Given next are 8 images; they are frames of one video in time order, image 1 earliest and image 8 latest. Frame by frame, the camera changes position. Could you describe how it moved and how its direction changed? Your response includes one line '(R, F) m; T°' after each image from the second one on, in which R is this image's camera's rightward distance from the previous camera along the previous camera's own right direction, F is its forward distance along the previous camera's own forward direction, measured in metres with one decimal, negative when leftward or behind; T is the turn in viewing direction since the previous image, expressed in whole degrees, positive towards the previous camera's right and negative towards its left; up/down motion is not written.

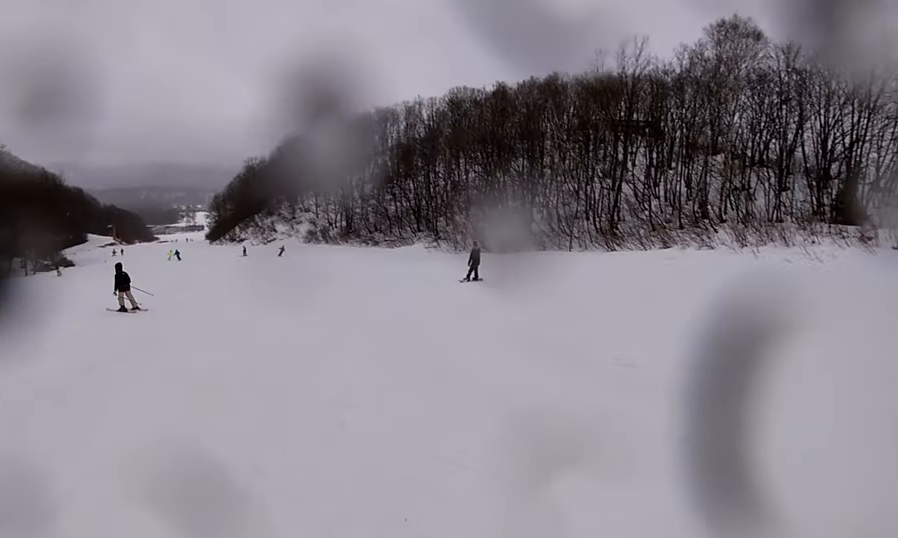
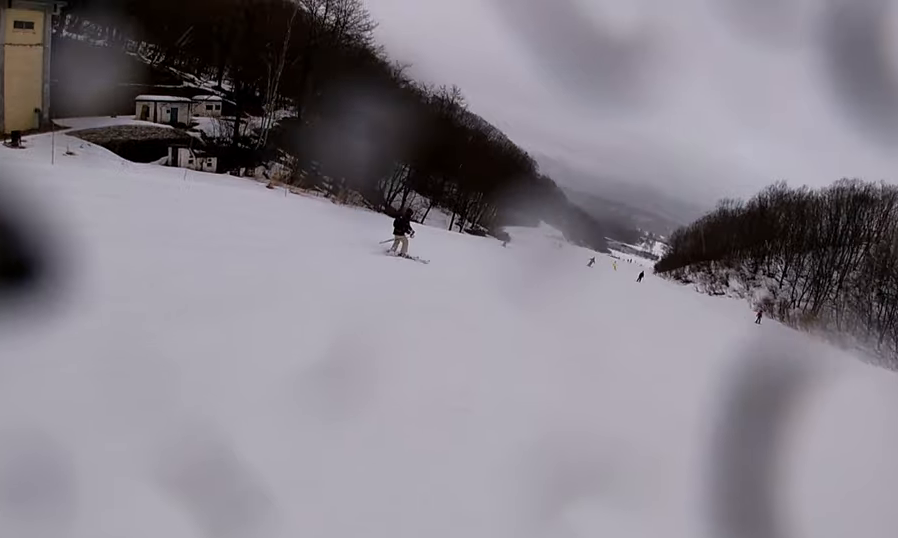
(-3.3, +10.9) m; -36°
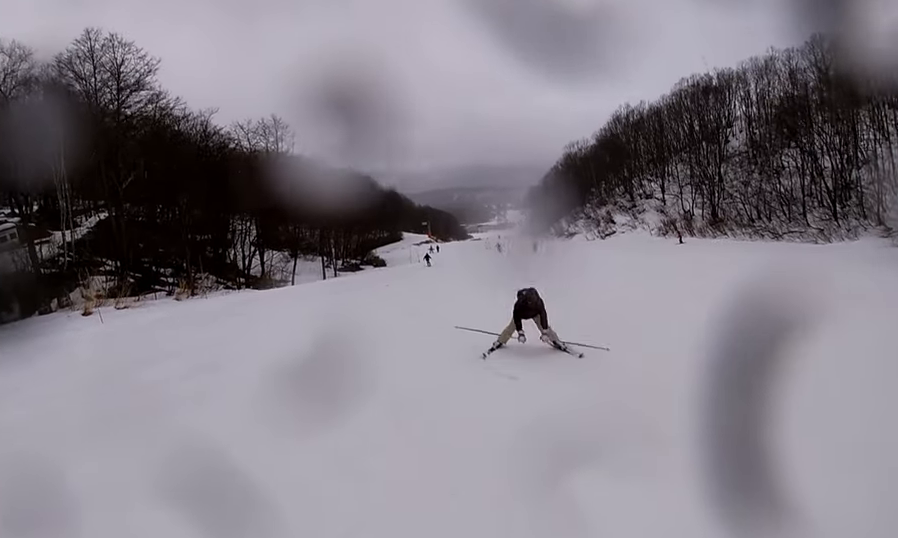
(-0.1, +10.0) m; +11°
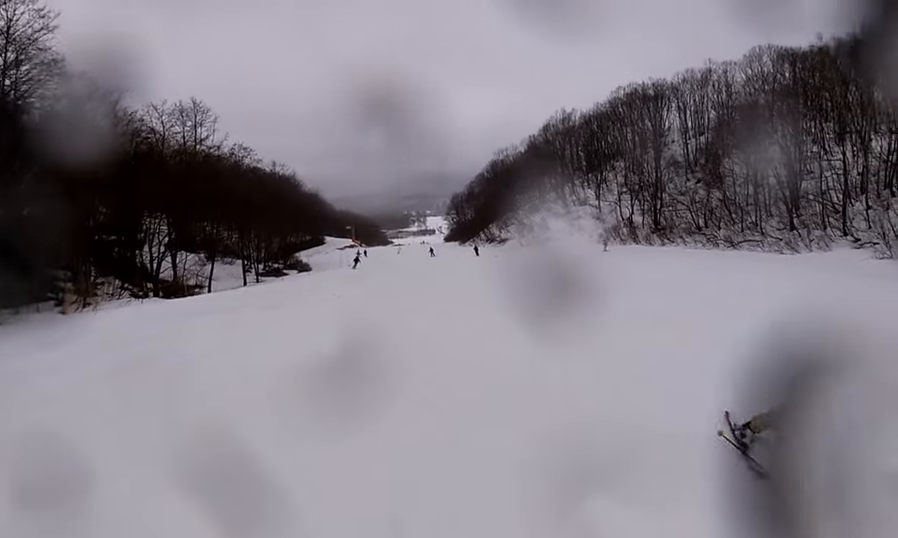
(+0.5, +5.7) m; +18°
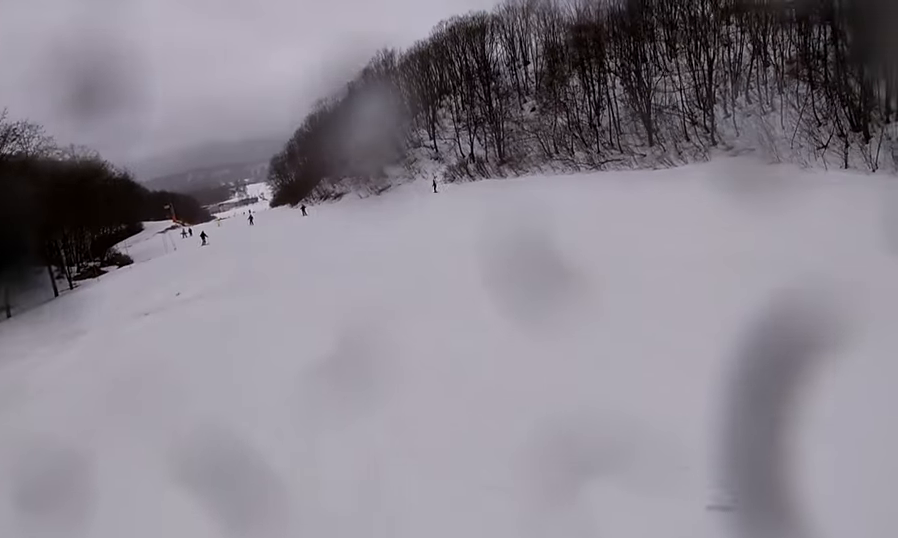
(+0.8, +5.4) m; +17°
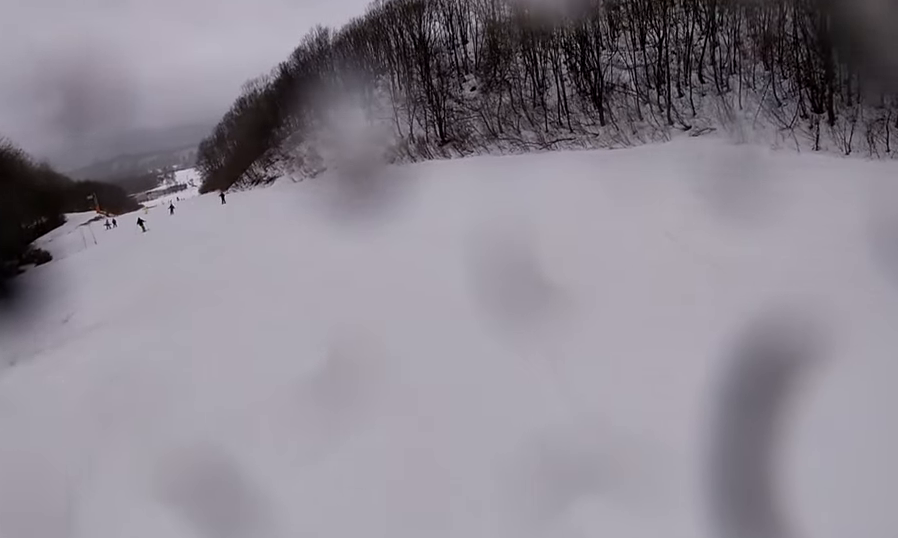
(+1.0, +3.0) m; +6°
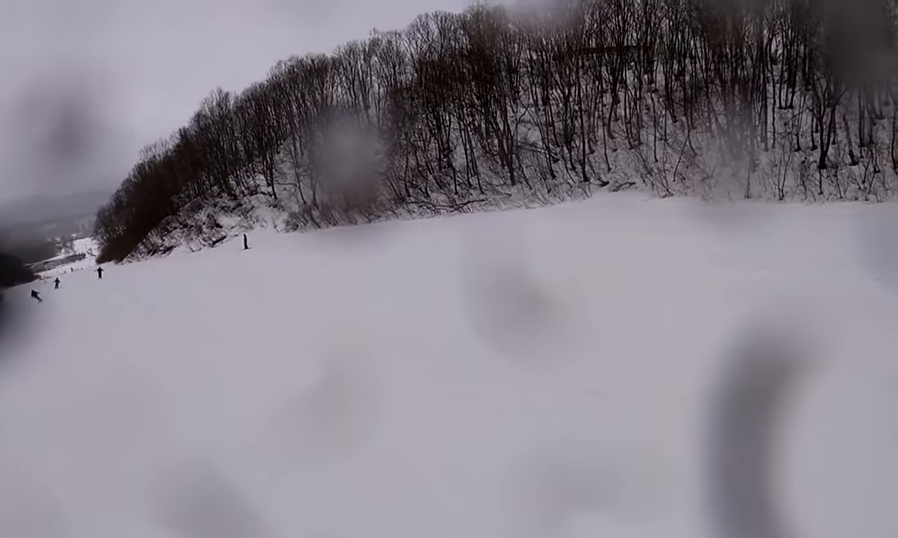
(0.0, +4.0) m; -2°
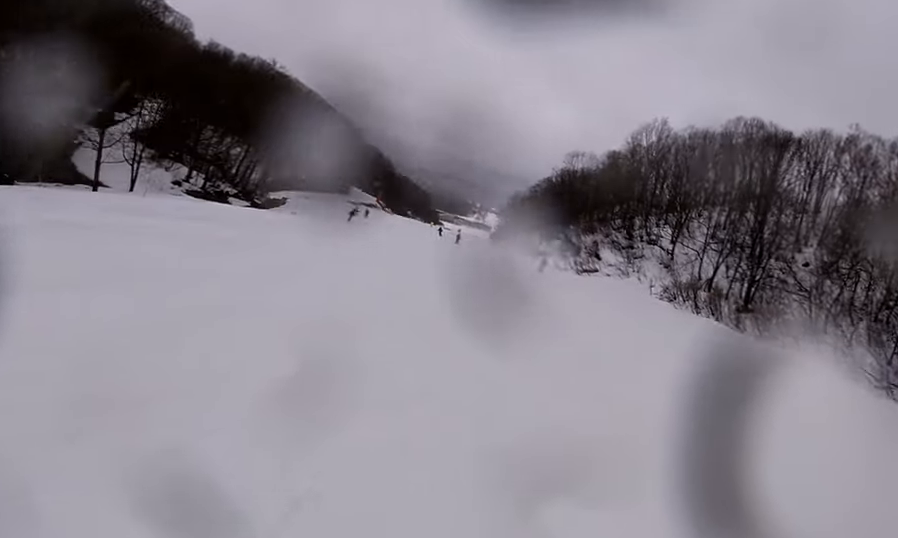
(-2.2, +11.1) m; -26°
